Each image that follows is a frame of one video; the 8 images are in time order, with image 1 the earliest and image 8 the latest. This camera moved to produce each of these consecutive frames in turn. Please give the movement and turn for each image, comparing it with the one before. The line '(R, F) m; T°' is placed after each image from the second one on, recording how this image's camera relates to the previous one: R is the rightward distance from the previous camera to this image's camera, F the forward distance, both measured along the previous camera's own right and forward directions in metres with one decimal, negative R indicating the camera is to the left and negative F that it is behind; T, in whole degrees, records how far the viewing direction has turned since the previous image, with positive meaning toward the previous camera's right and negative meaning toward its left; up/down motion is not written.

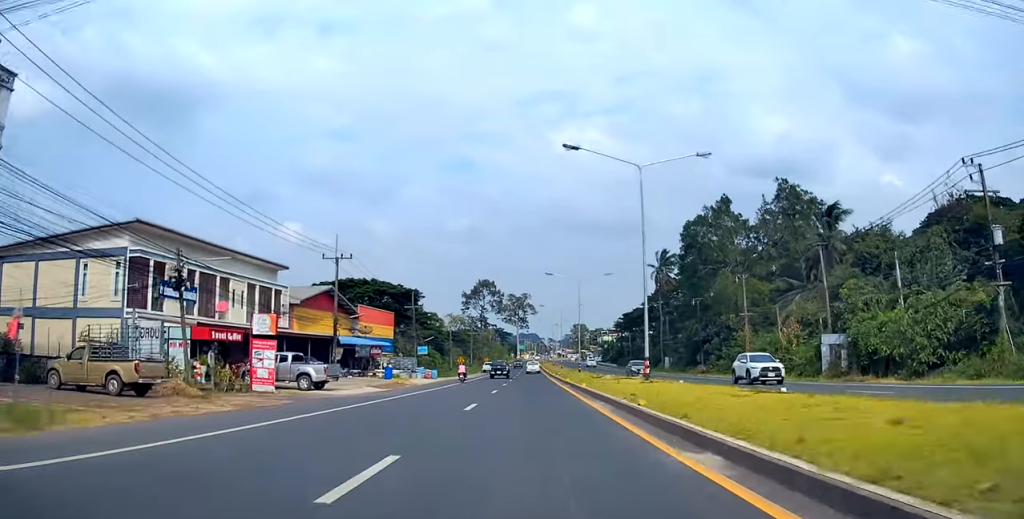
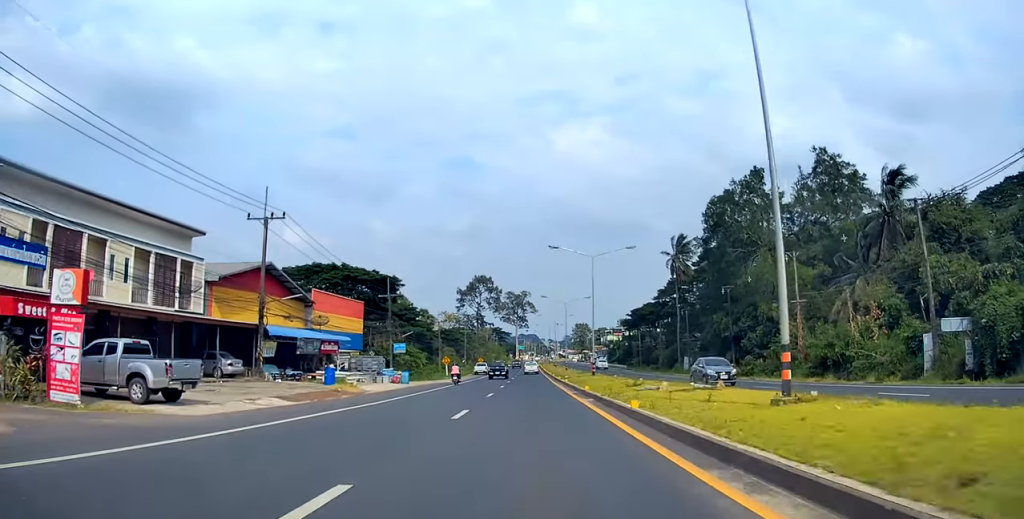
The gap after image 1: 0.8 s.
(0.0, +14.5) m; 0°
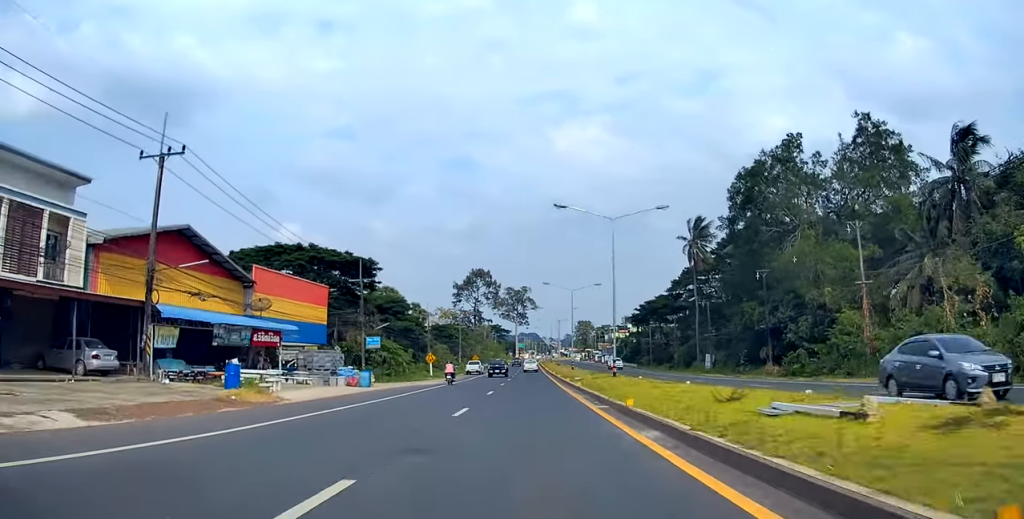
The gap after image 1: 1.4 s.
(0.0, +11.1) m; 0°
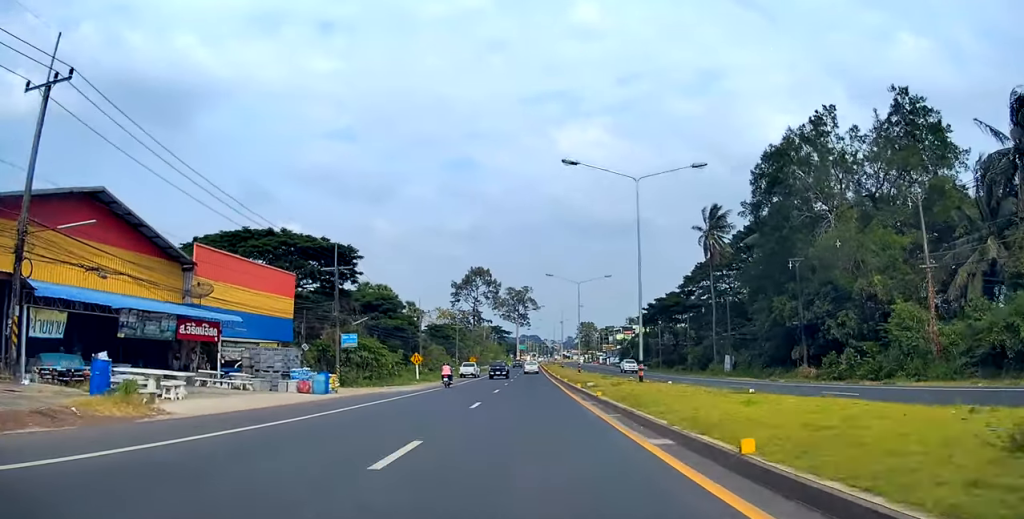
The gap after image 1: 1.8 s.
(0.0, +8.0) m; 0°
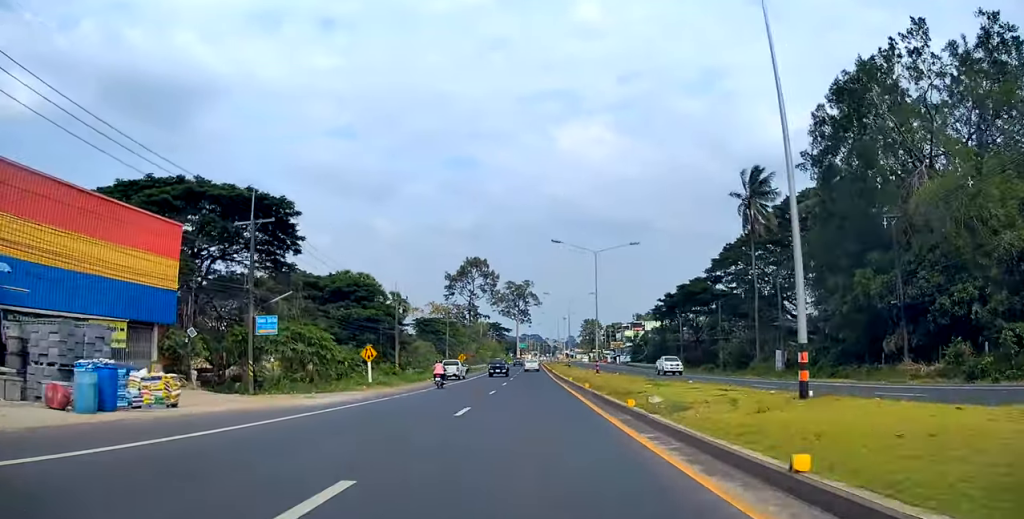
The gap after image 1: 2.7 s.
(-0.1, +16.4) m; -1°
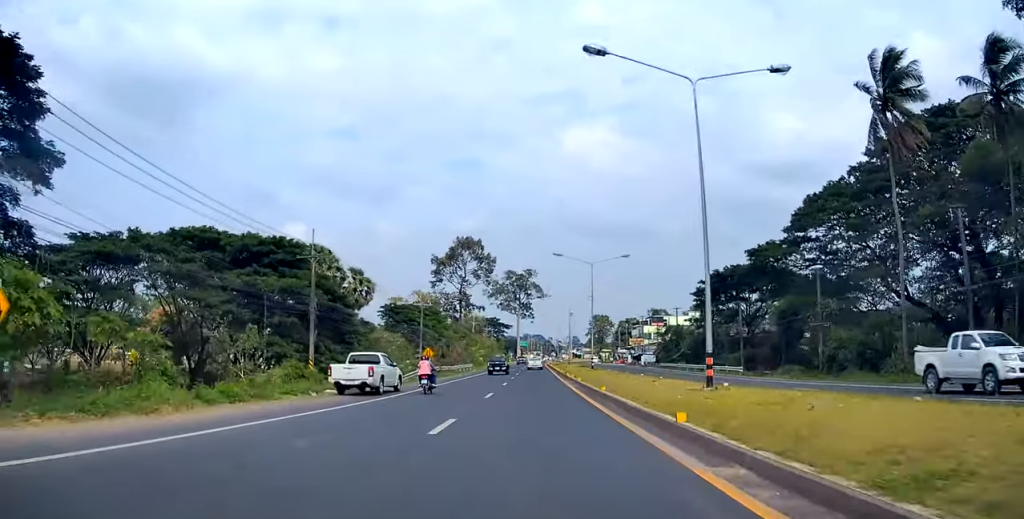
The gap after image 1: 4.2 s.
(-0.4, +29.0) m; -1°
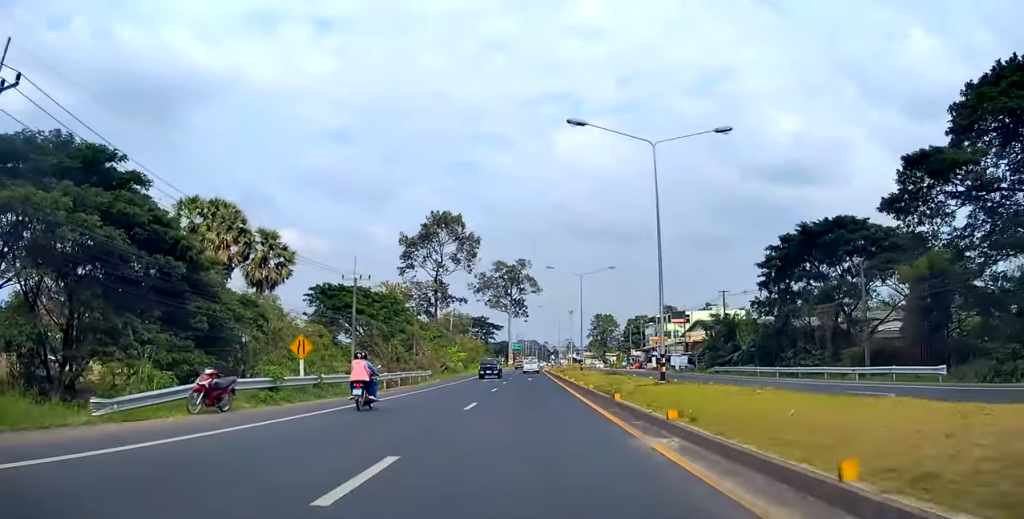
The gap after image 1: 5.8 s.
(+0.1, +29.6) m; 0°
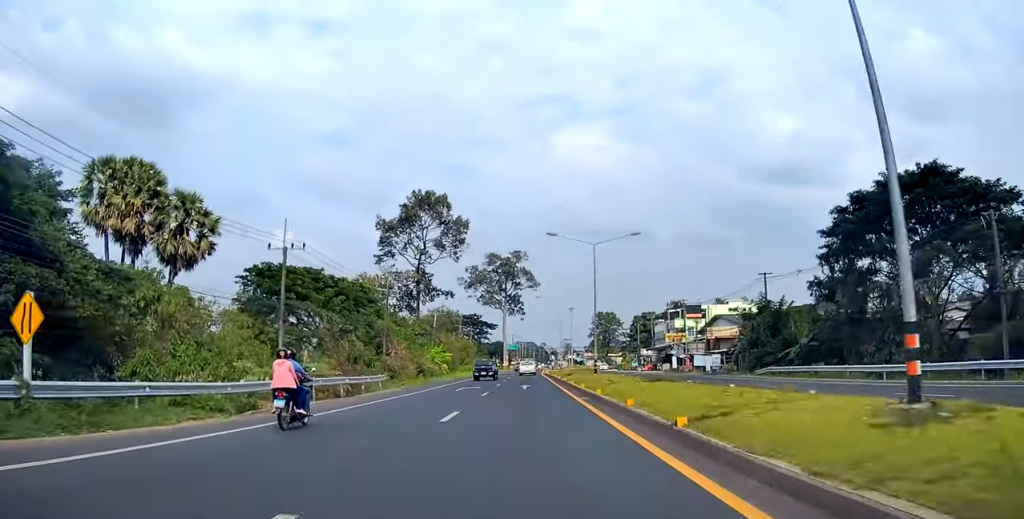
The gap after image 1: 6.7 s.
(0.0, +15.9) m; 0°
